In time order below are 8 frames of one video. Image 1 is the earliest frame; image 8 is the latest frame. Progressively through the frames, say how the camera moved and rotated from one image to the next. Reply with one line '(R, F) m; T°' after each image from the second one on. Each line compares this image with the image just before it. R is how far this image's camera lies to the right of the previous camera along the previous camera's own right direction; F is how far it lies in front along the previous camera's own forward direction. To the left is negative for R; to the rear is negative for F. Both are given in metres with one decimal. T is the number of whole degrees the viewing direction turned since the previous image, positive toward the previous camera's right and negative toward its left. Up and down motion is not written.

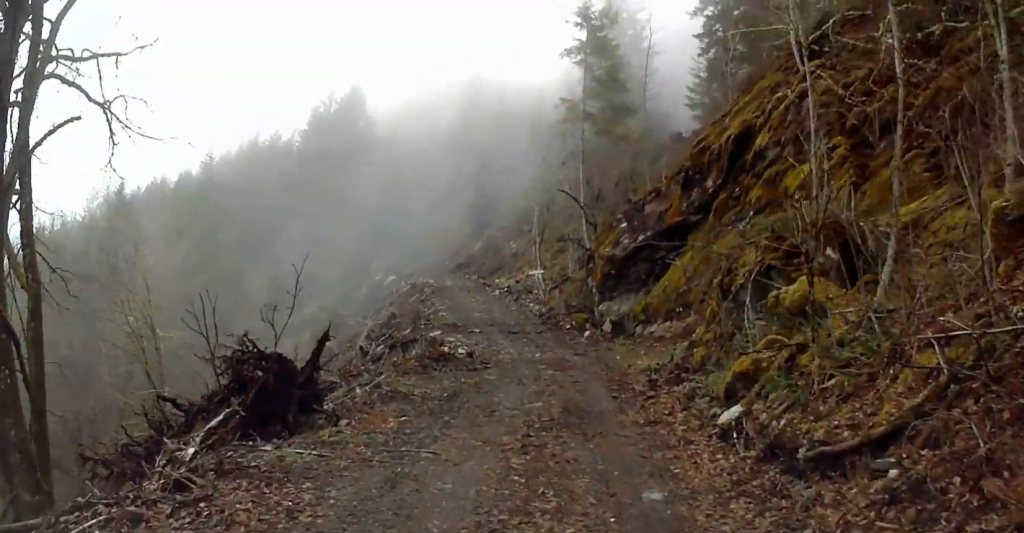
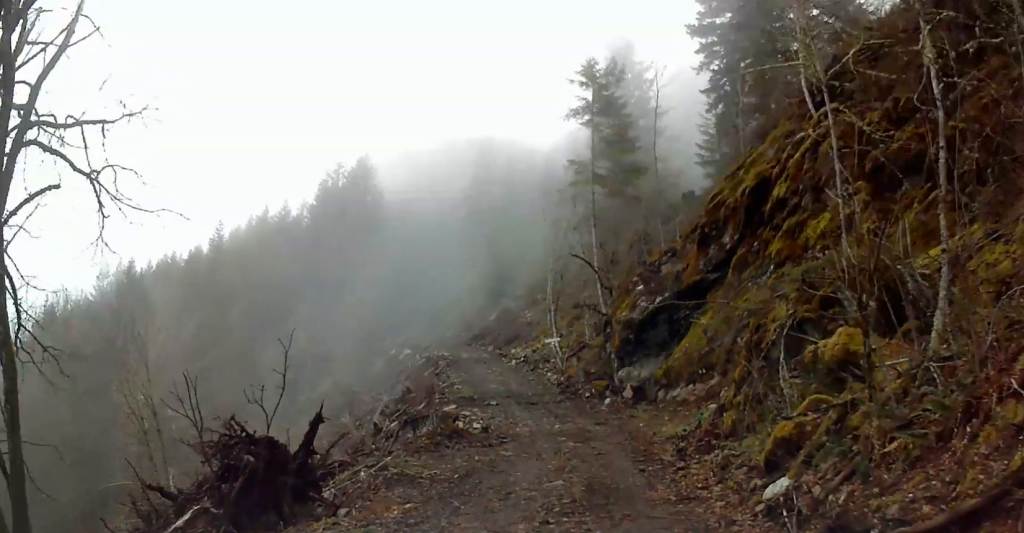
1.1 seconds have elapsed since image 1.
(+0.2, +1.8) m; -1°
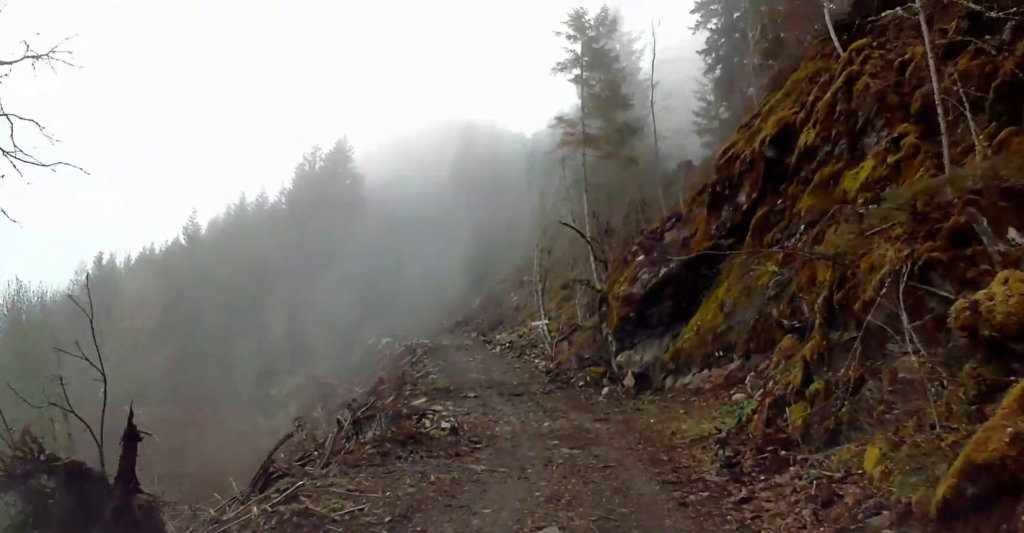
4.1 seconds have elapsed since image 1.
(-0.4, +5.0) m; -6°
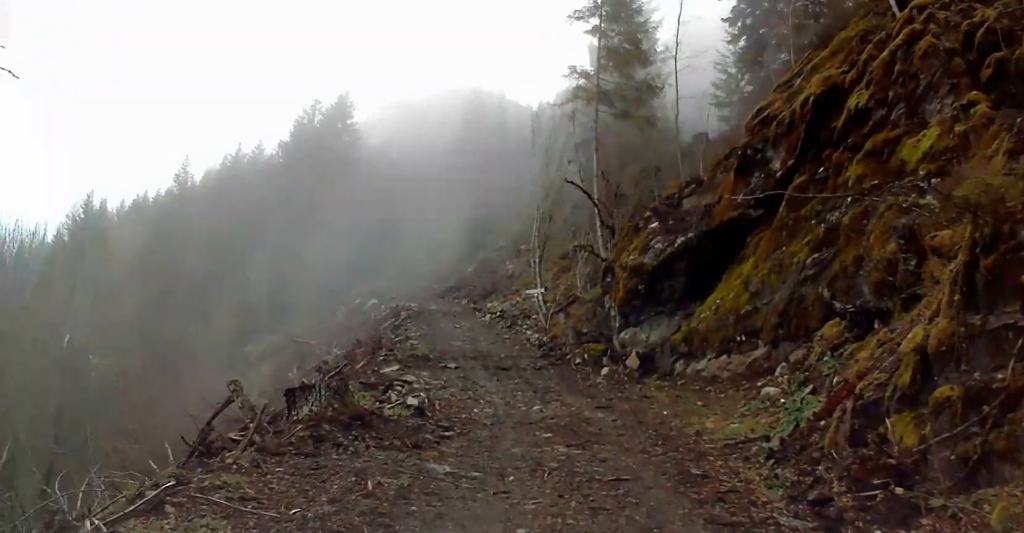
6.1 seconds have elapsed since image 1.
(0.0, +3.3) m; 0°
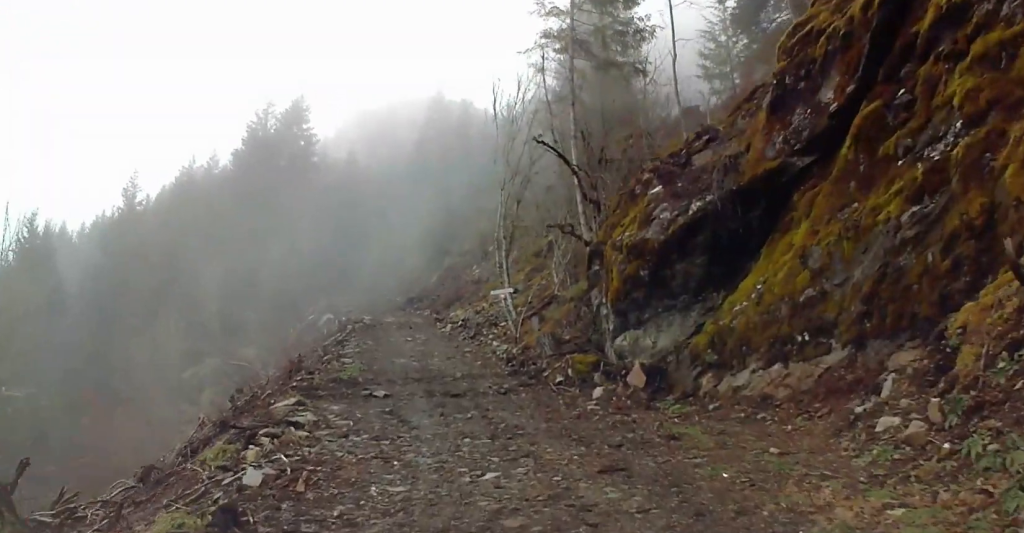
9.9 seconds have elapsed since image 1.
(+0.2, +7.1) m; +6°
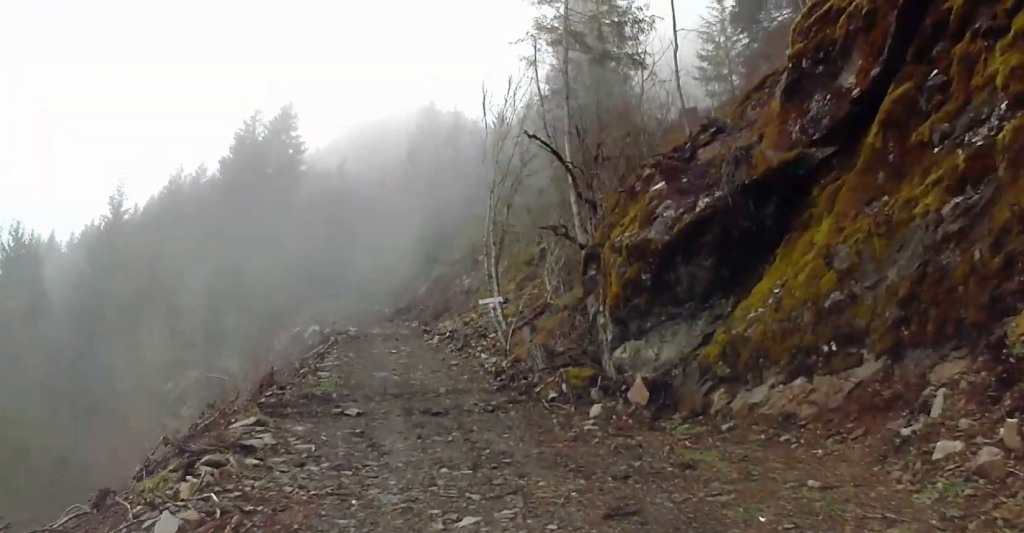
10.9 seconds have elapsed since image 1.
(+0.2, +1.7) m; 0°
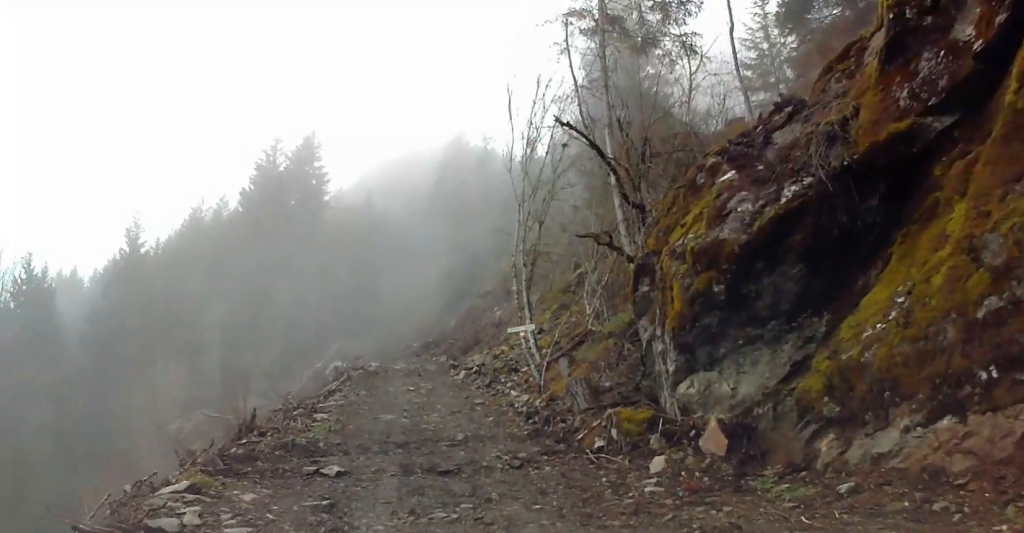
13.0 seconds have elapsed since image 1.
(-0.2, +3.9) m; -4°
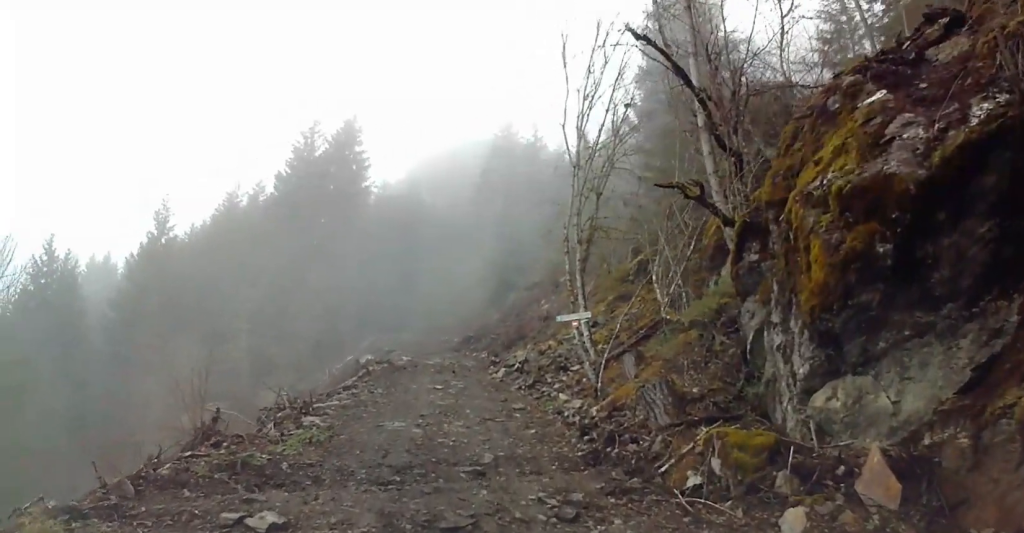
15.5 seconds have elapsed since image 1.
(-0.1, +4.5) m; -7°
